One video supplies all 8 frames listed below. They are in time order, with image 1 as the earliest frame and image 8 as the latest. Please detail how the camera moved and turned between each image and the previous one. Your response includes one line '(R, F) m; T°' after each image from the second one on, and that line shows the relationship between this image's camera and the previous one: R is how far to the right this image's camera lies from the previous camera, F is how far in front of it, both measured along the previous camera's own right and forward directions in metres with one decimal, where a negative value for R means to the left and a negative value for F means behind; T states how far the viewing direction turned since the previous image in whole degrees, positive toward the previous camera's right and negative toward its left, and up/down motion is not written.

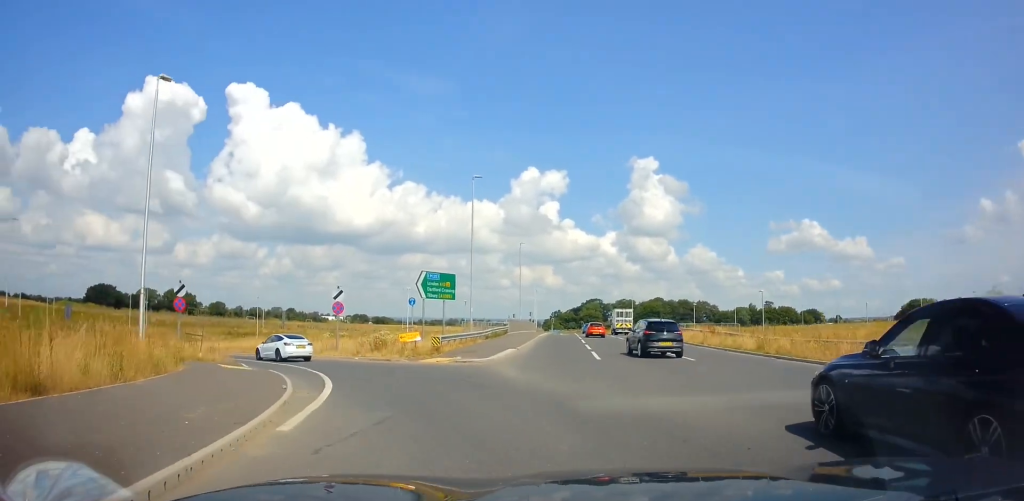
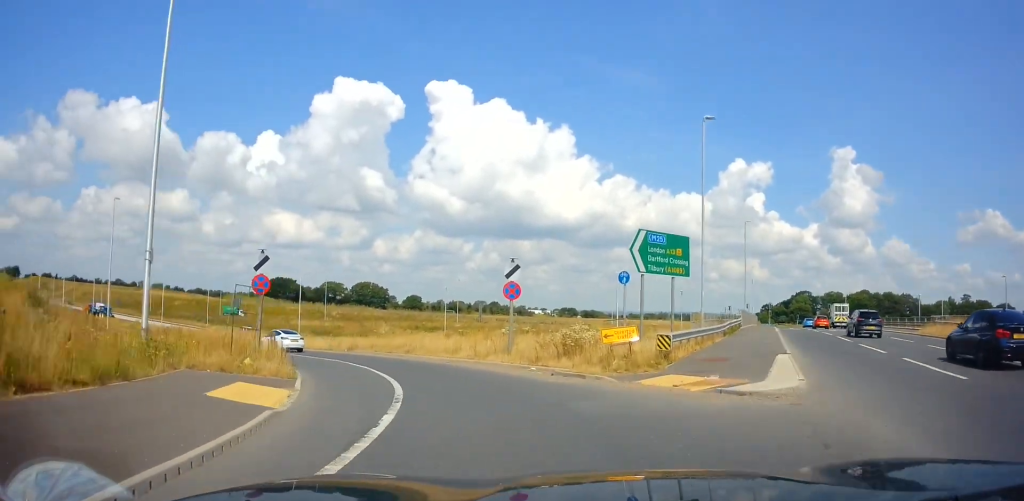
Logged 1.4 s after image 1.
(-1.7, +11.7) m; -15°
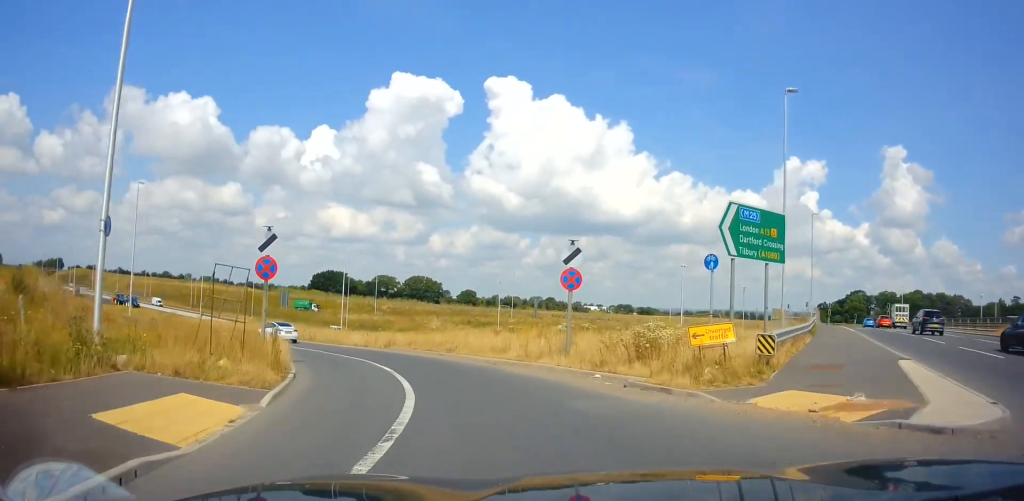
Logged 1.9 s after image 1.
(-0.3, +4.4) m; -6°
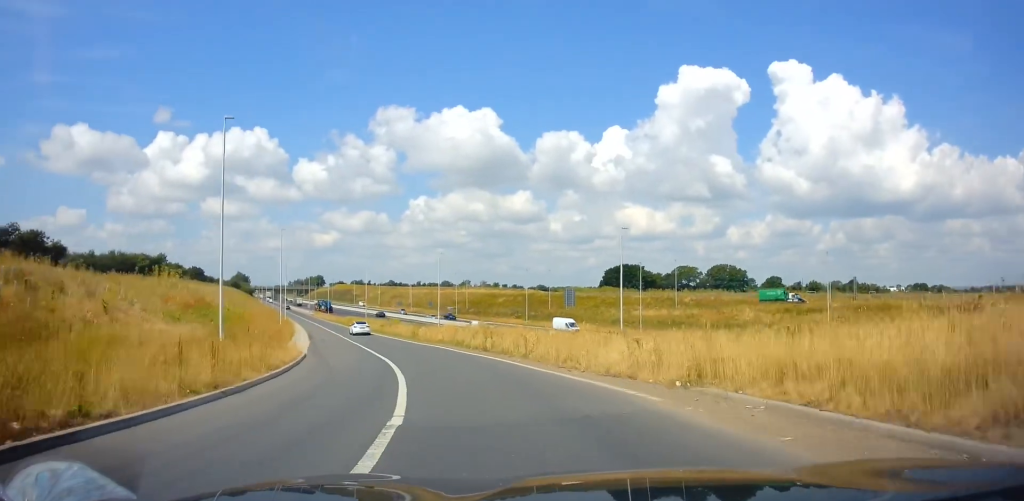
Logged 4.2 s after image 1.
(-5.9, +22.2) m; -29°
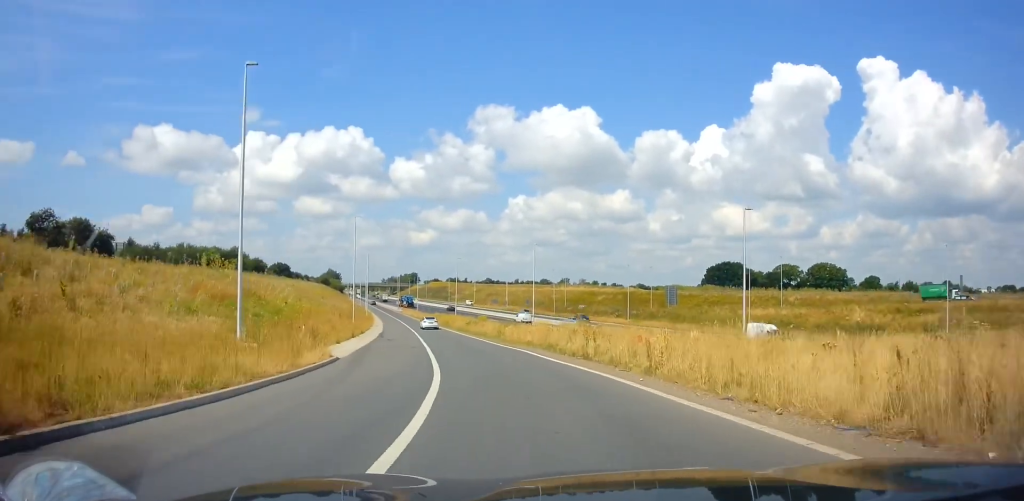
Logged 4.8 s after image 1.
(-0.5, +7.5) m; -8°
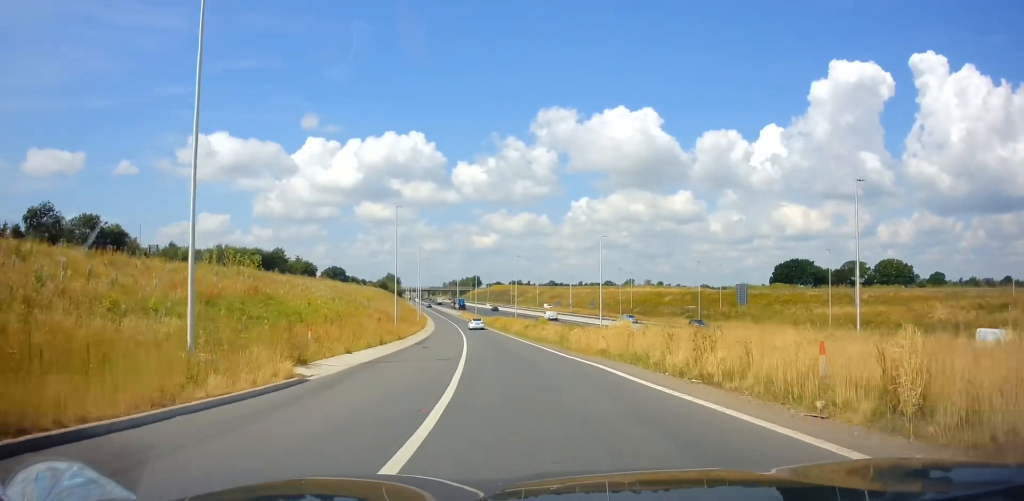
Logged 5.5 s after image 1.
(-0.7, +8.3) m; -7°
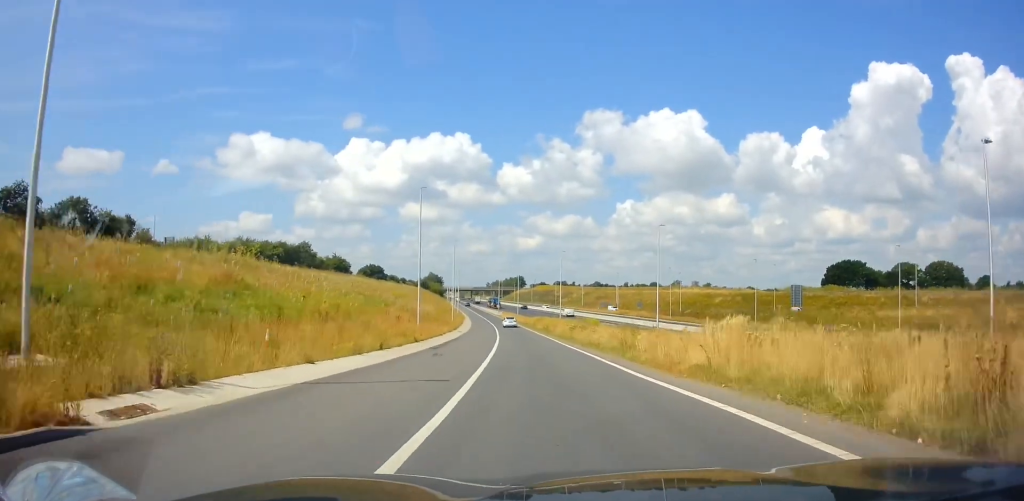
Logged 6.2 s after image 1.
(-0.3, +8.7) m; -1°
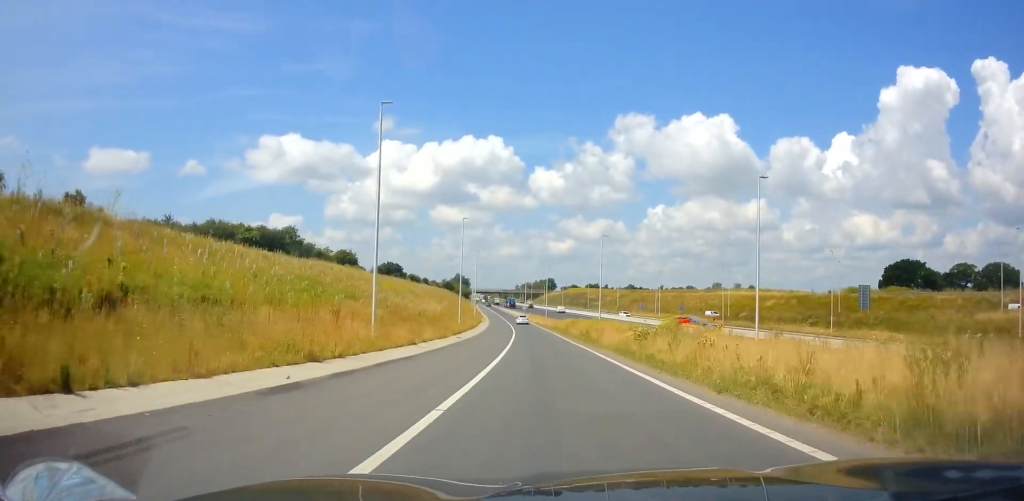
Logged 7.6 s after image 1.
(-0.2, +19.9) m; -2°
